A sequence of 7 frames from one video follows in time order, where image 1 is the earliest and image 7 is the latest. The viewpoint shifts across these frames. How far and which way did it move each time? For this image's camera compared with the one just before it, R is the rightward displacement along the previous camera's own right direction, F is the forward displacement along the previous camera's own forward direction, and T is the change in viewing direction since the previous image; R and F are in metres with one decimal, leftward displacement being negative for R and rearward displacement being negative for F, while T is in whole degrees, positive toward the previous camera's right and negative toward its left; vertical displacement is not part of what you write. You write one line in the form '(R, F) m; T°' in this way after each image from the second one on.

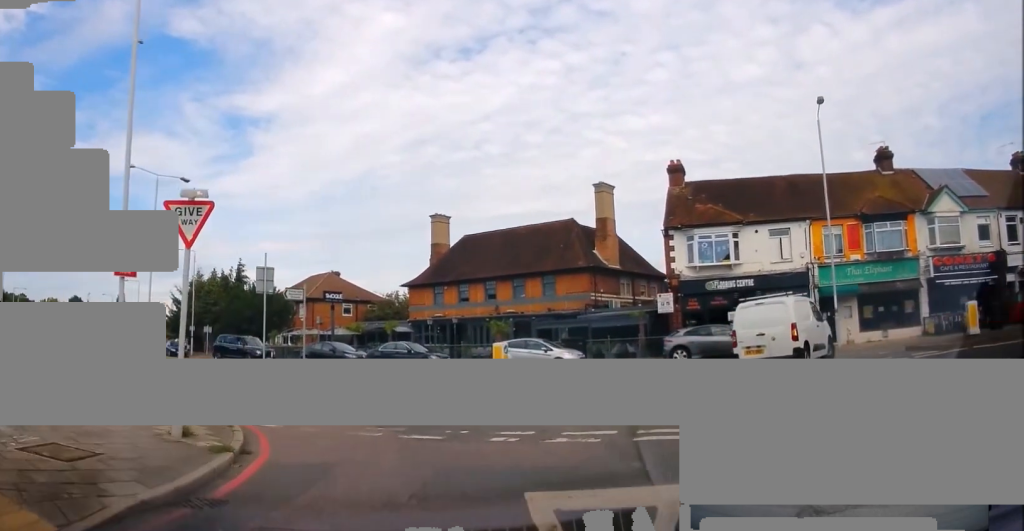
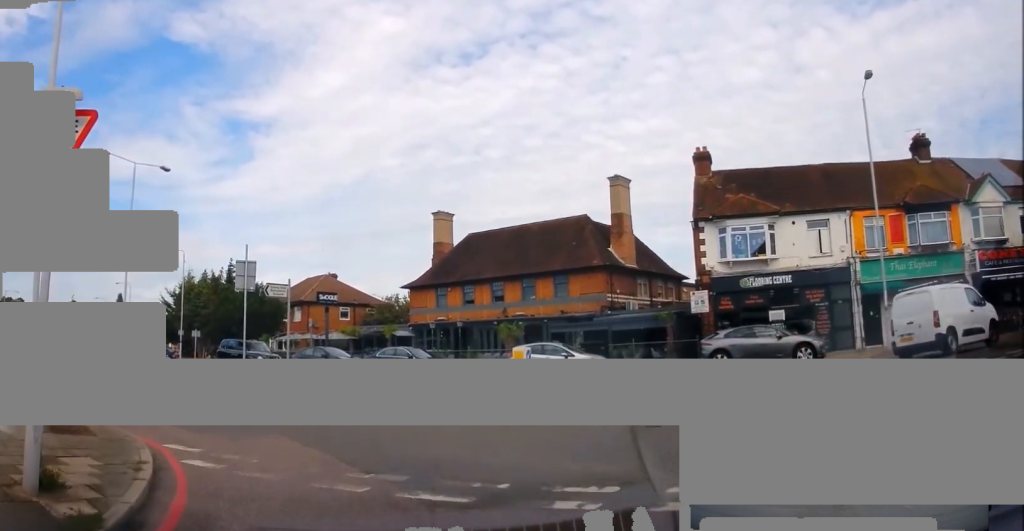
(+0.1, +4.1) m; 0°
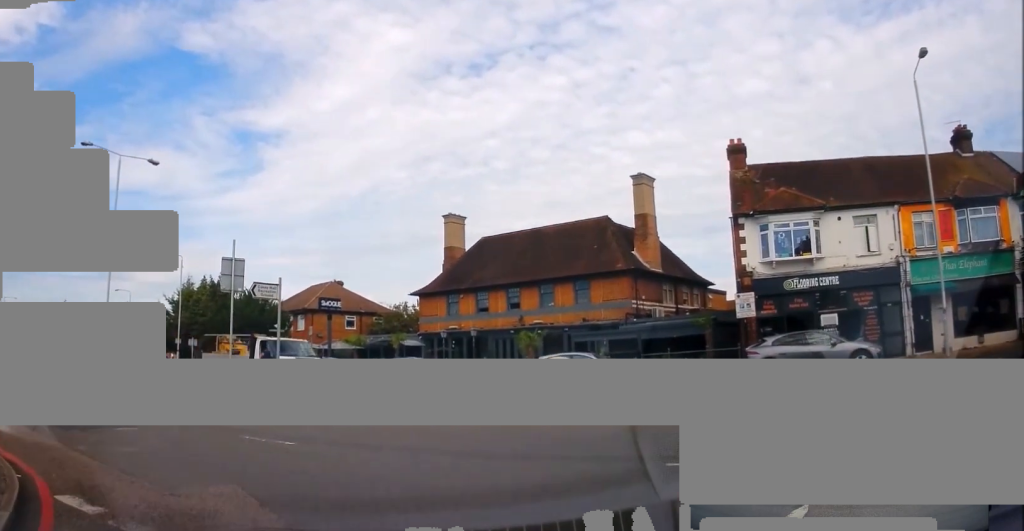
(-0.3, +4.1) m; -13°
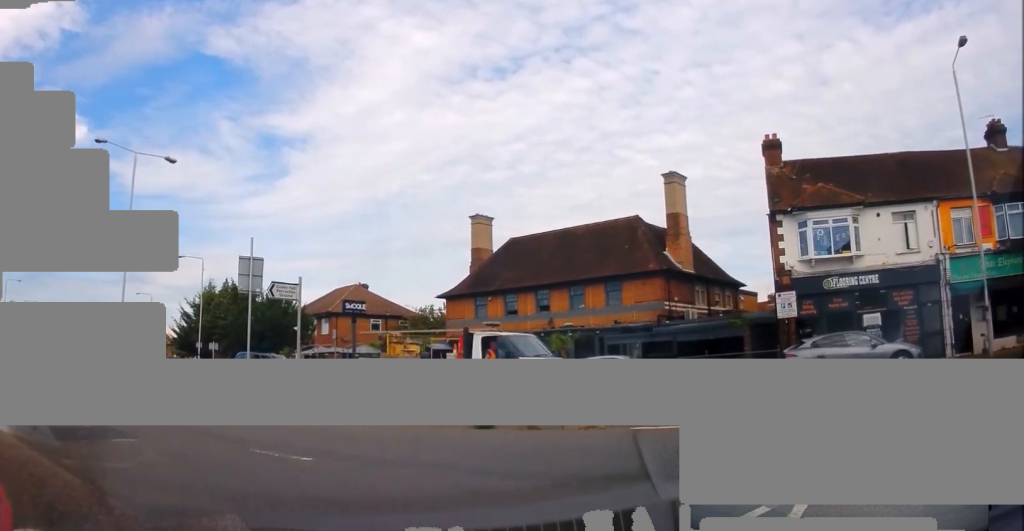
(-0.1, +1.3) m; -5°
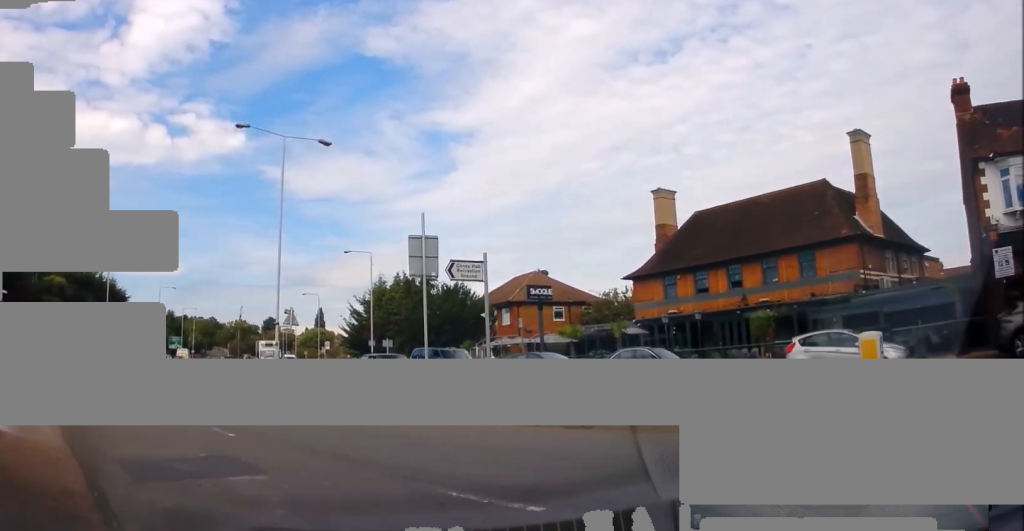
(0.0, +2.5) m; -5°
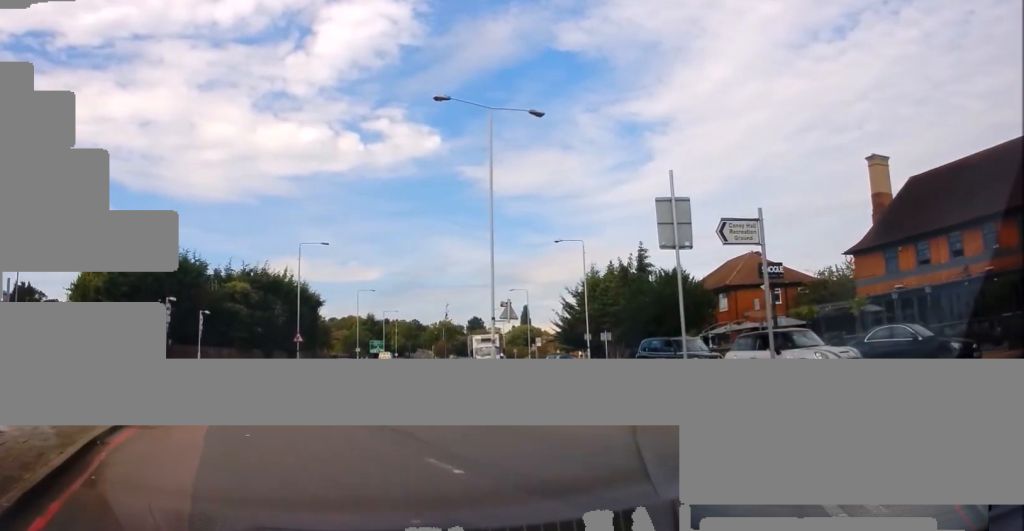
(-0.2, +3.0) m; -6°
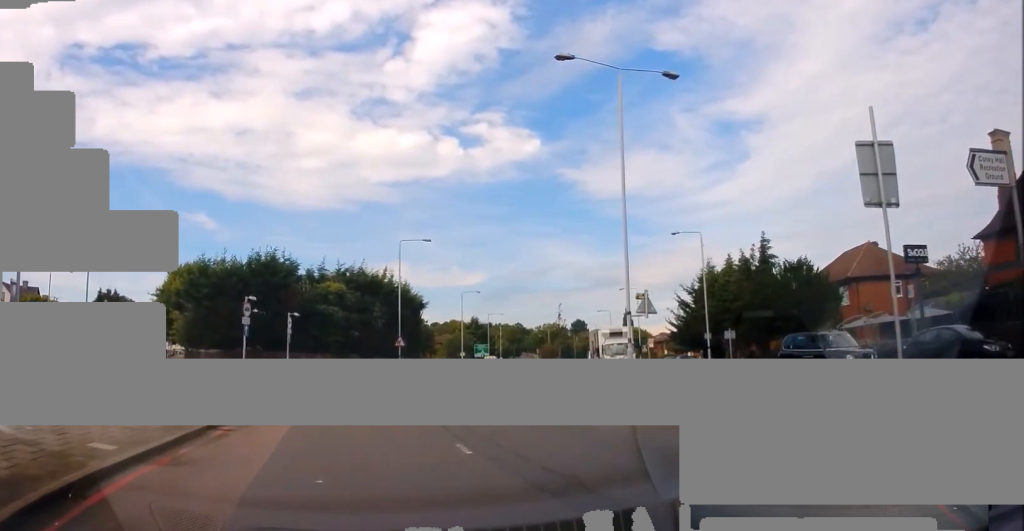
(-0.2, +3.6) m; -8°
